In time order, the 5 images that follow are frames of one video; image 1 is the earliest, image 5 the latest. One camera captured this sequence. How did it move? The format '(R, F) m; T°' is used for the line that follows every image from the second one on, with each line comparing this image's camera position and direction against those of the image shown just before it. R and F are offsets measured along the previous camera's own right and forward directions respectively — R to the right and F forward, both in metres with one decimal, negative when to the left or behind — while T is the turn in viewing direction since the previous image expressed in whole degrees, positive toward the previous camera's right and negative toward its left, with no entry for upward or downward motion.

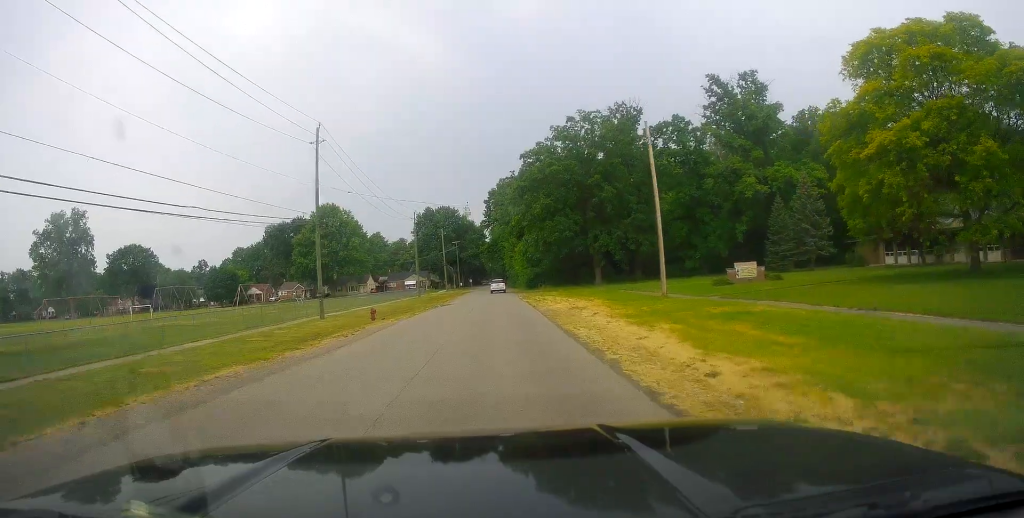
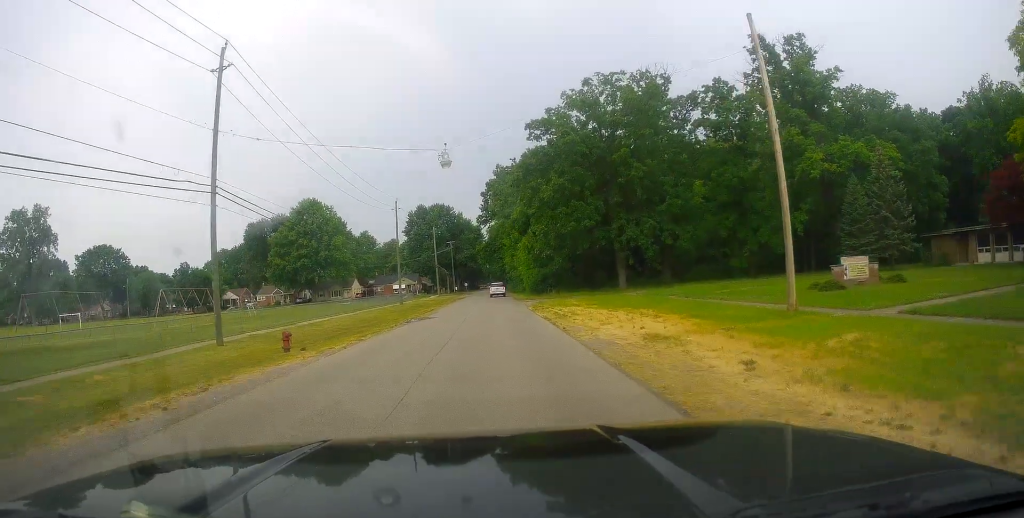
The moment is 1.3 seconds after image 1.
(+0.2, +15.7) m; -2°
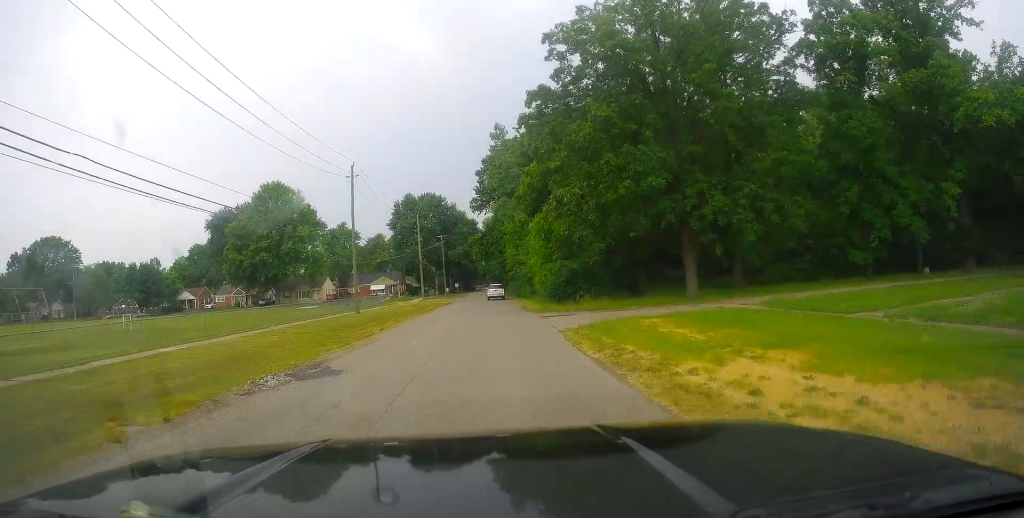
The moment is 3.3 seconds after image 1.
(-1.0, +22.8) m; -3°
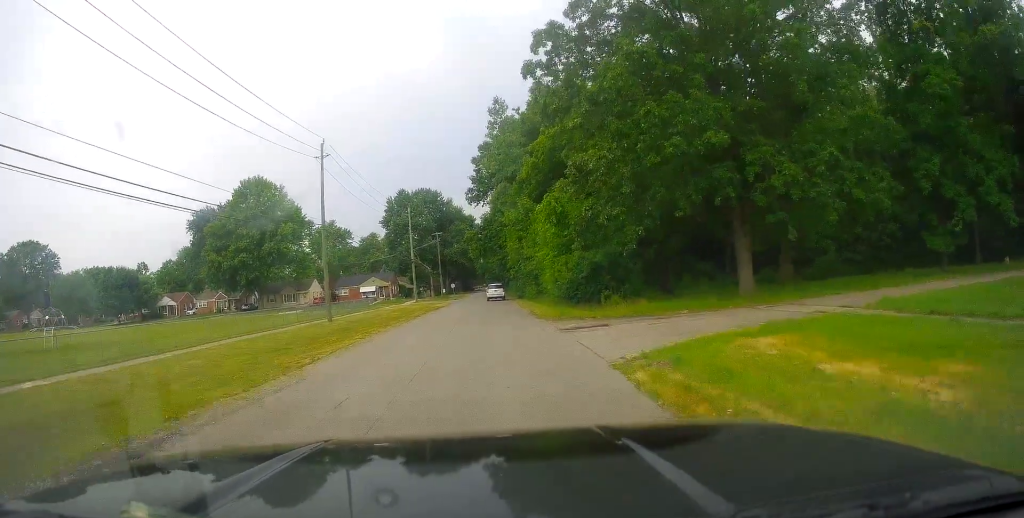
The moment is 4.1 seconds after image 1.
(0.0, +8.8) m; 0°
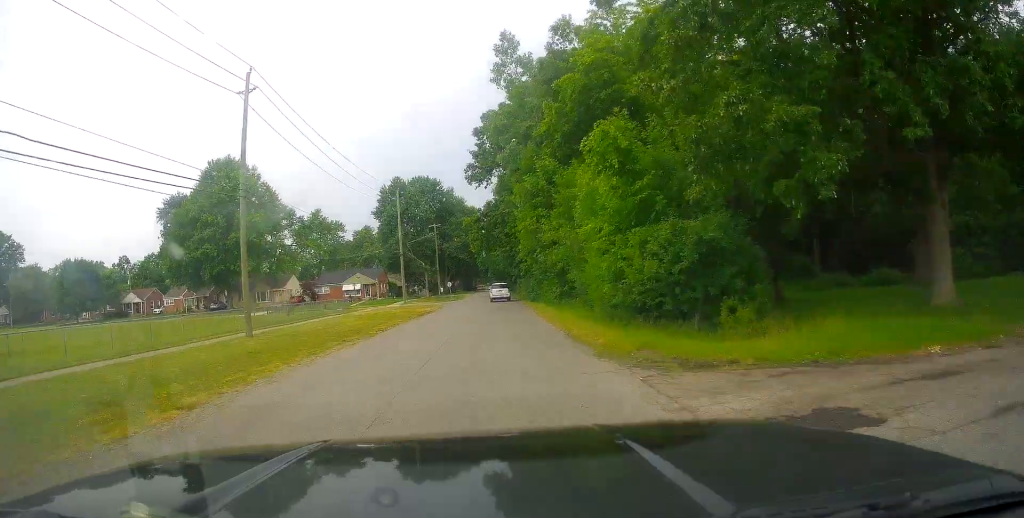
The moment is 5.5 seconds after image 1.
(+0.2, +15.1) m; +3°
